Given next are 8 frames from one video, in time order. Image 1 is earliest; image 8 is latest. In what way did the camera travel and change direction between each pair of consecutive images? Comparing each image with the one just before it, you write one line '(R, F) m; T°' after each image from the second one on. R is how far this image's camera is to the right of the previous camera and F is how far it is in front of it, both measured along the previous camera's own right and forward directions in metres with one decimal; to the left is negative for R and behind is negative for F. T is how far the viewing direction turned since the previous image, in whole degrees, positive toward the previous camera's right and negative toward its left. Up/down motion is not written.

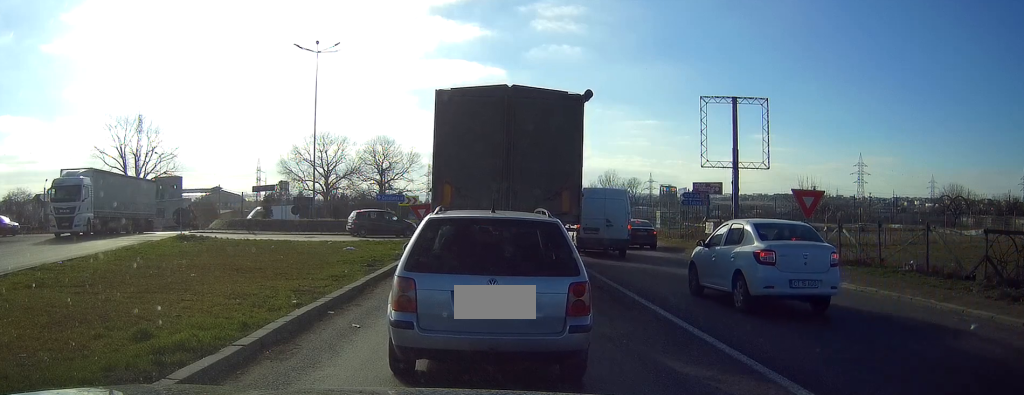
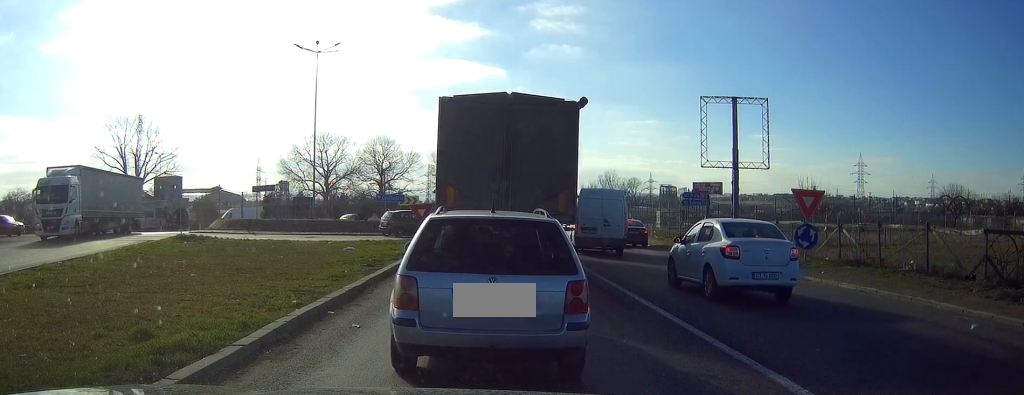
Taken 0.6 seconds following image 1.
(0.0, 0.0) m; 0°
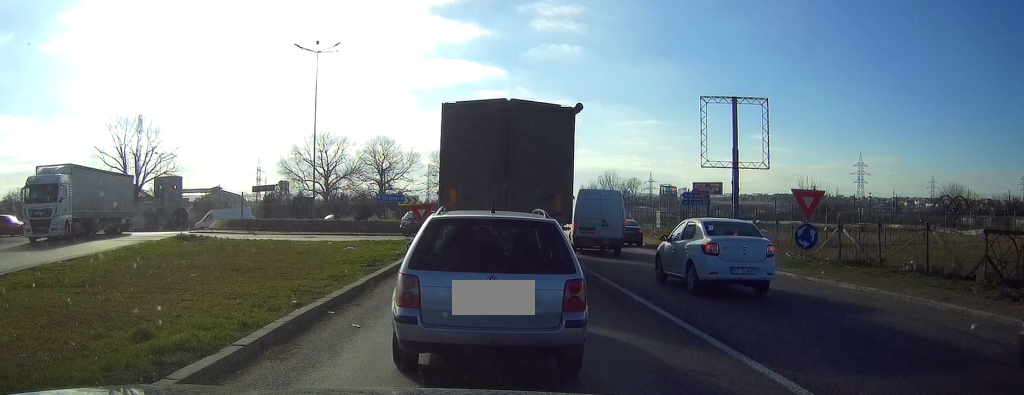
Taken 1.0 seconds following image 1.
(0.0, 0.0) m; 0°
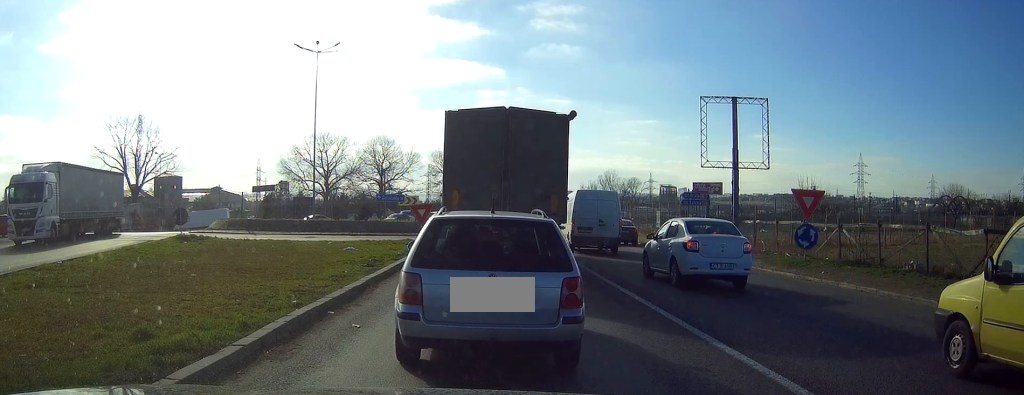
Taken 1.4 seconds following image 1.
(0.0, 0.0) m; 0°
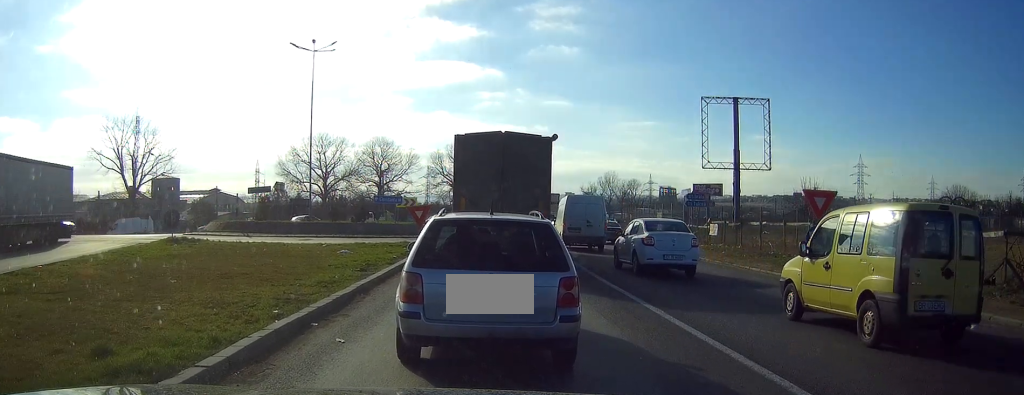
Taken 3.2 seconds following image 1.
(0.0, +0.3) m; 0°
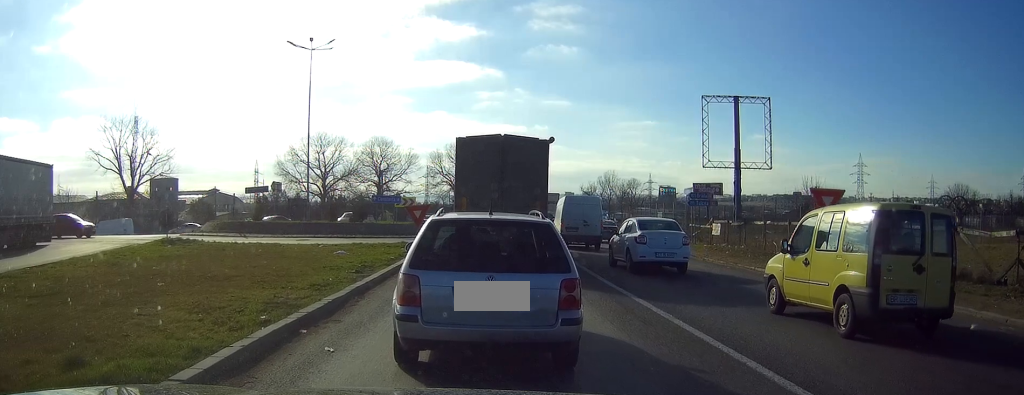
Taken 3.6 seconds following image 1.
(0.0, +0.1) m; 0°
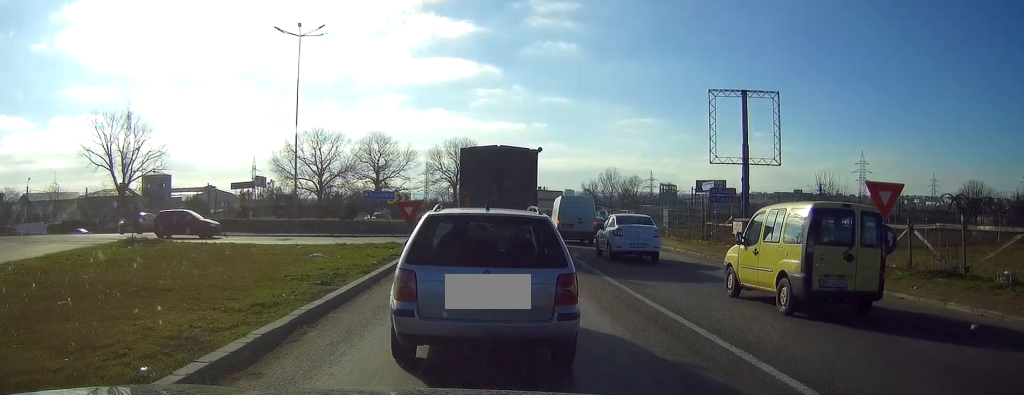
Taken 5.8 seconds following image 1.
(+0.1, +2.6) m; 0°
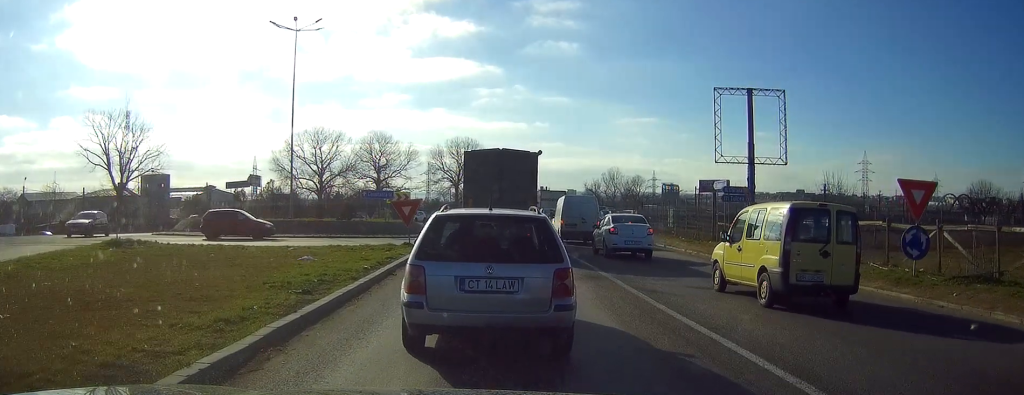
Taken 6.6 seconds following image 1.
(-0.1, +1.4) m; -2°
